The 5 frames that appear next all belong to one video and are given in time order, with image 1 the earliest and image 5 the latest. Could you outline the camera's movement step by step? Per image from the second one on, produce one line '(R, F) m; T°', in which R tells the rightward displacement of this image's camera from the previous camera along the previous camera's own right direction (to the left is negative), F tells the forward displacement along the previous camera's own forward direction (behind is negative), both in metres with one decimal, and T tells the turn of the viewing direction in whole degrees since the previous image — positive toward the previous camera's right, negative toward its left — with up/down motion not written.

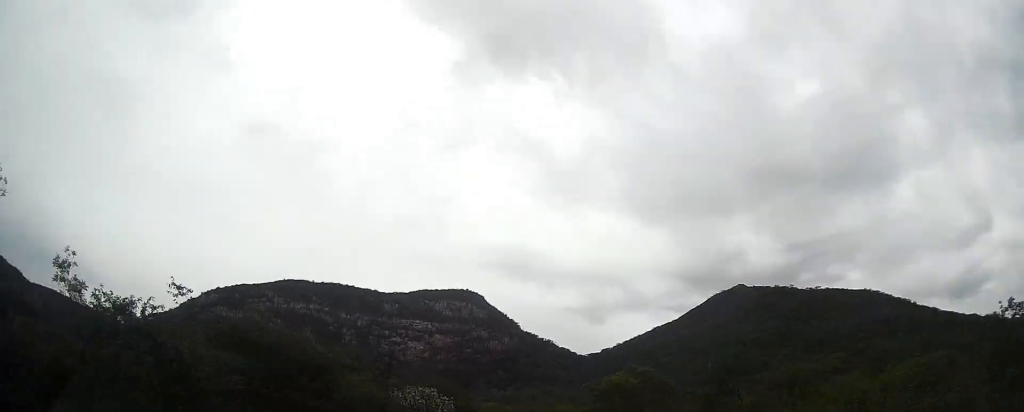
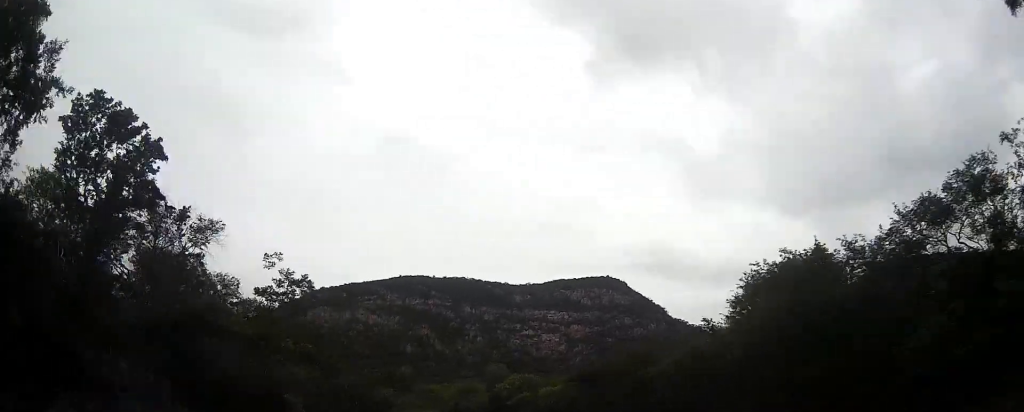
(-3.0, +91.7) m; -6°
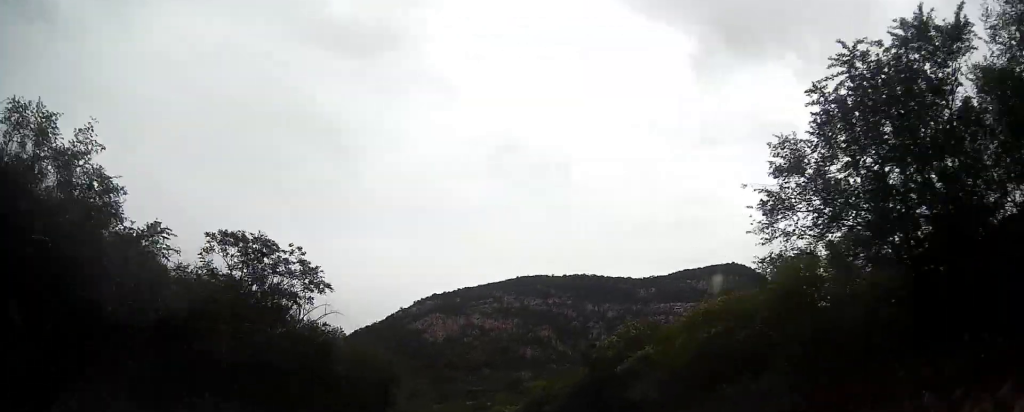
(-2.2, +34.0) m; -8°
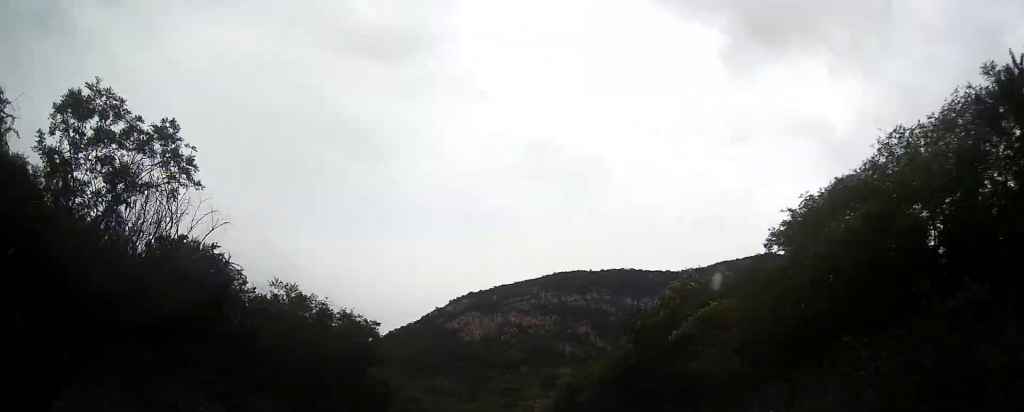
(-0.4, +11.2) m; -4°
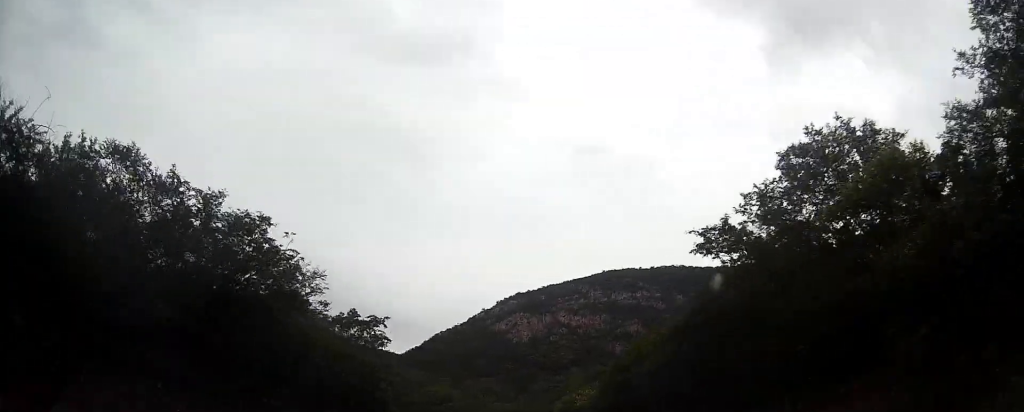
(-0.2, +13.9) m; -5°
